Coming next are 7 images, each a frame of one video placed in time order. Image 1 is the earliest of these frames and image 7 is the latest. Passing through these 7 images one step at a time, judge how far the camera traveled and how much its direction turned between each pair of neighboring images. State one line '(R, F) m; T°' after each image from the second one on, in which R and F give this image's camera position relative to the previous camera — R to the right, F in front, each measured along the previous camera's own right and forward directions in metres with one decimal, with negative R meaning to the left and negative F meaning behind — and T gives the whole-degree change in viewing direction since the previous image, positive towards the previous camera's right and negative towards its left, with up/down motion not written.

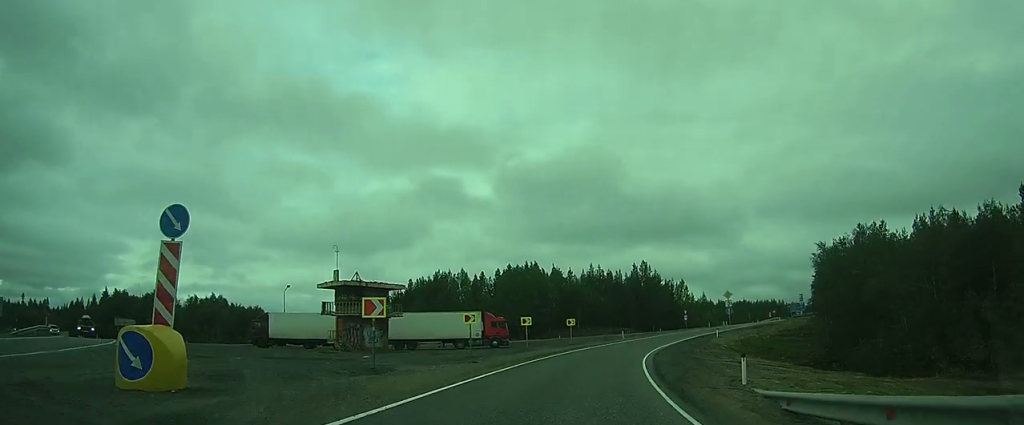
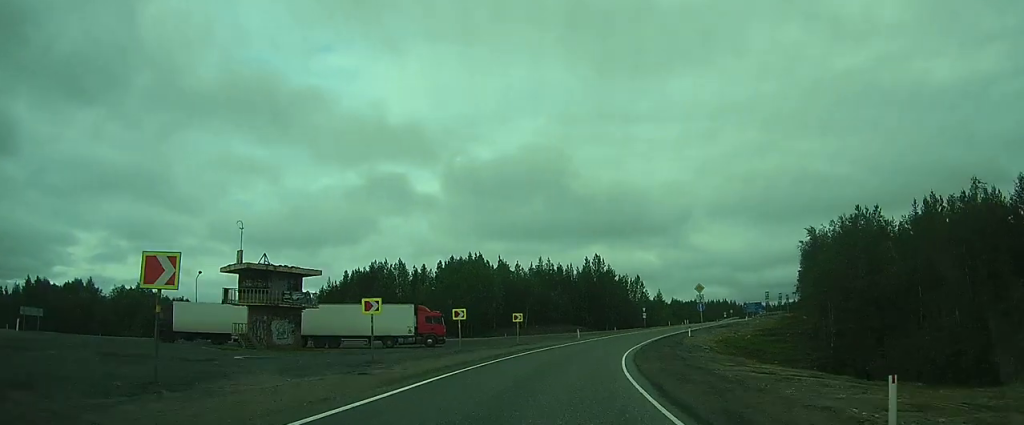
(+0.1, +8.5) m; +2°
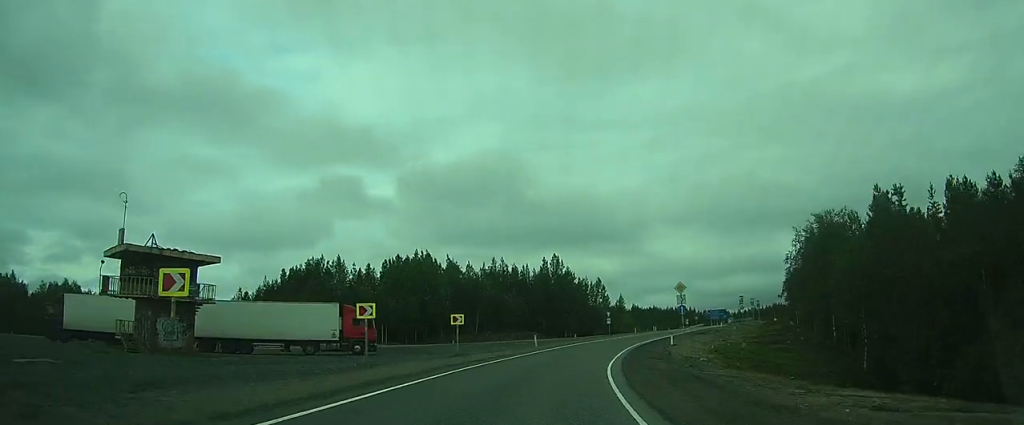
(-0.2, +8.8) m; +2°
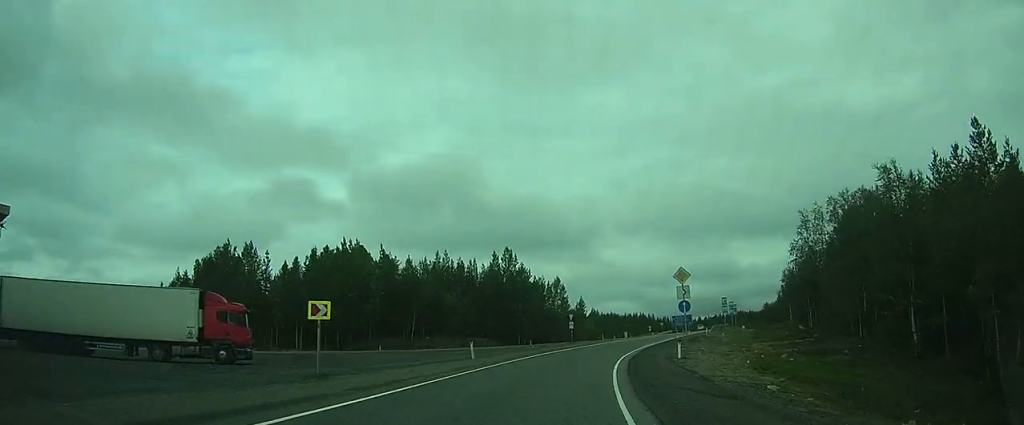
(+0.8, +13.1) m; +8°
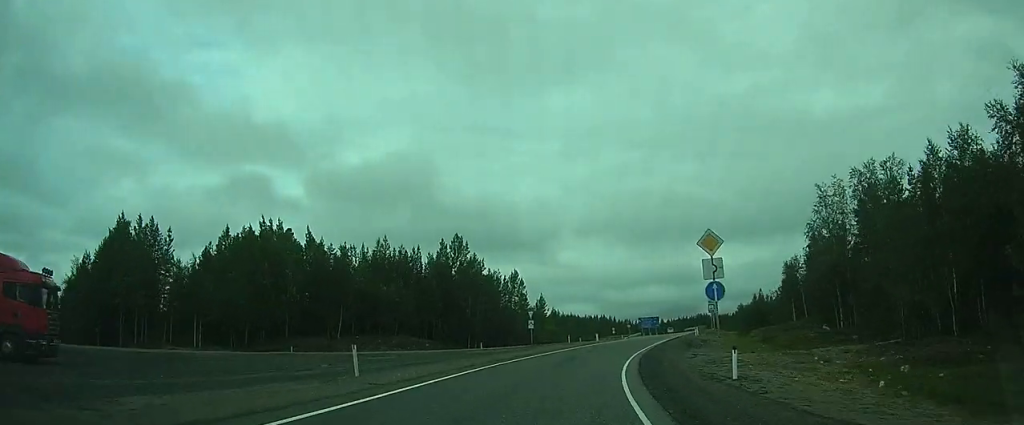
(+1.0, +11.4) m; +7°
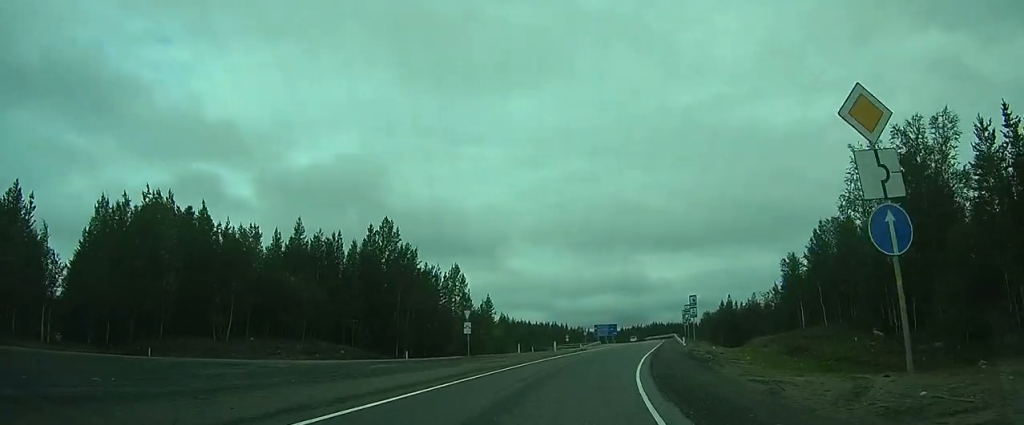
(+0.6, +11.9) m; +6°
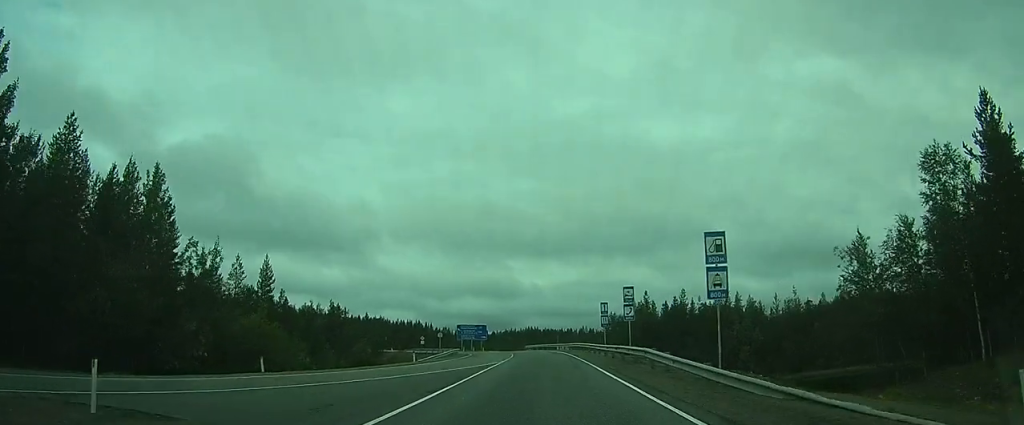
(+4.4, +35.9) m; +9°
